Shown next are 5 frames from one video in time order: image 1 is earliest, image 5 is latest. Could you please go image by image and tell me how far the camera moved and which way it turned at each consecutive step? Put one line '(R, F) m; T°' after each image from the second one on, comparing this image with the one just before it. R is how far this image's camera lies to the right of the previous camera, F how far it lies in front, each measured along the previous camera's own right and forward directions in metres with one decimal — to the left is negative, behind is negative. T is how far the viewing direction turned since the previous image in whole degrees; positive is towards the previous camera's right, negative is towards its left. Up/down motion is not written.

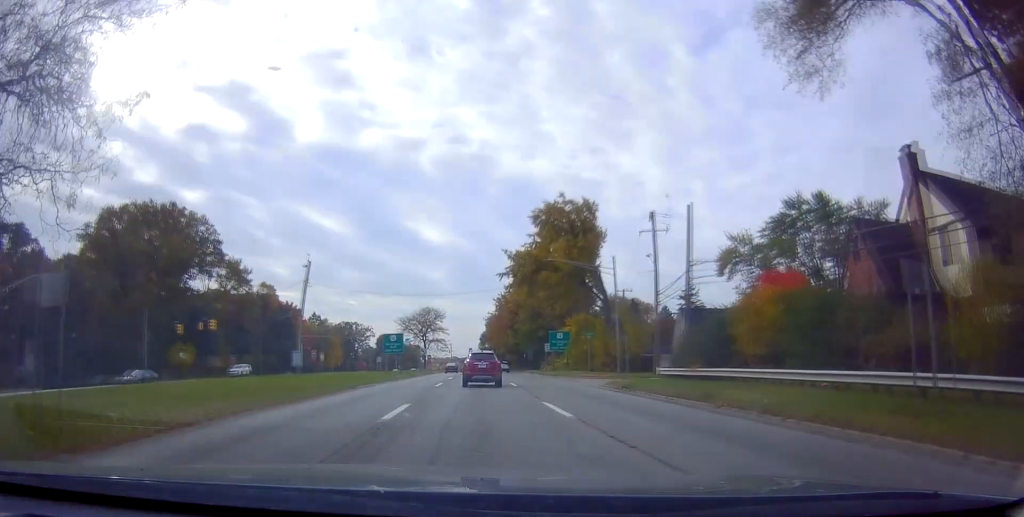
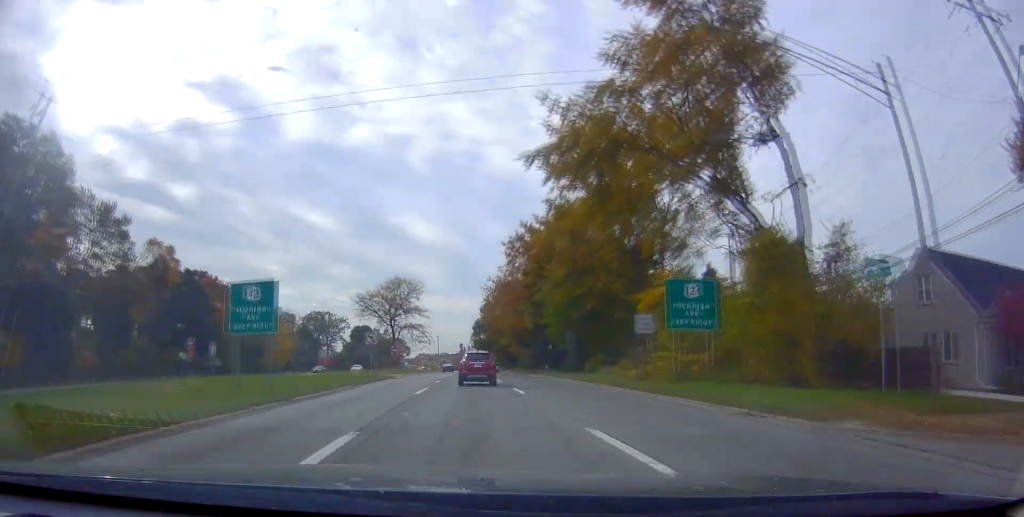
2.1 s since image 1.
(-0.7, +38.2) m; +2°
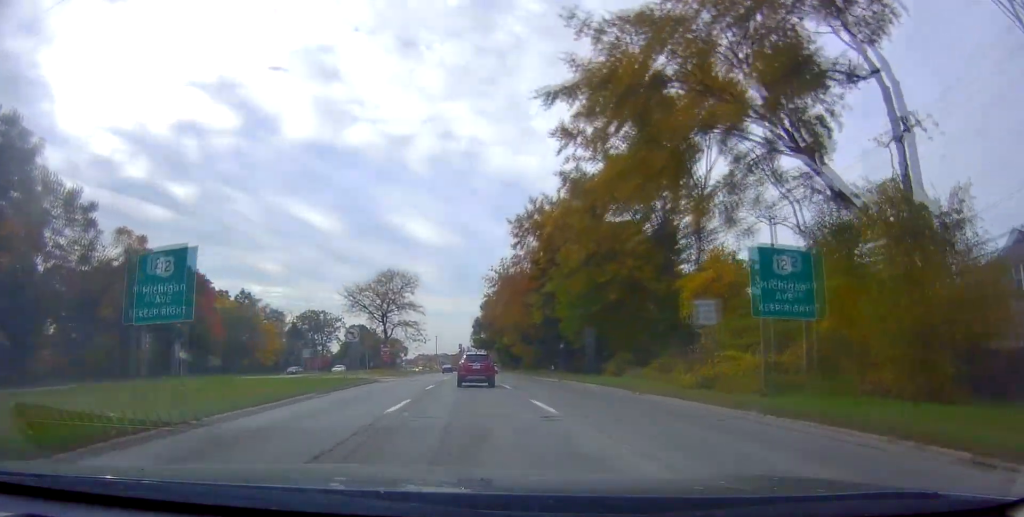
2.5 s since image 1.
(+0.1, +7.5) m; +1°
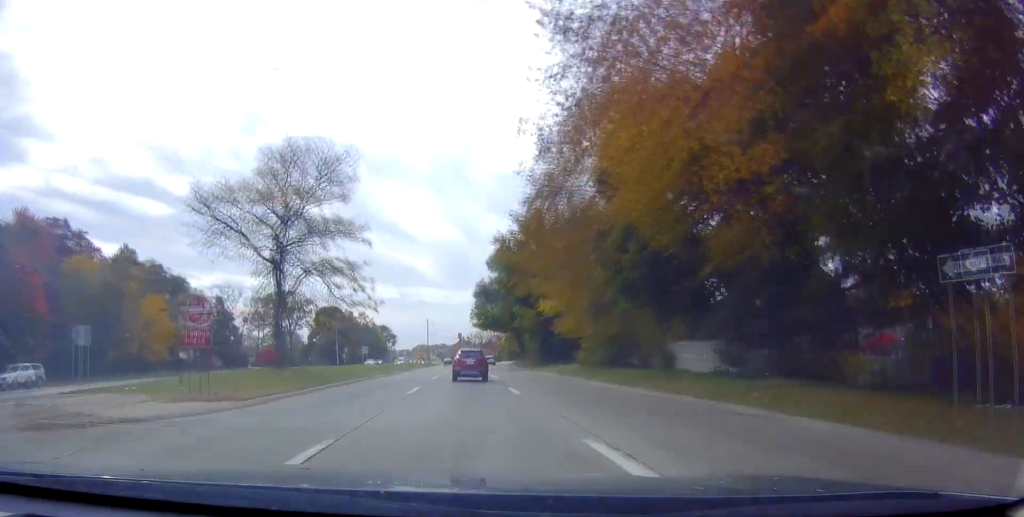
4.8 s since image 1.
(+0.7, +43.3) m; -1°
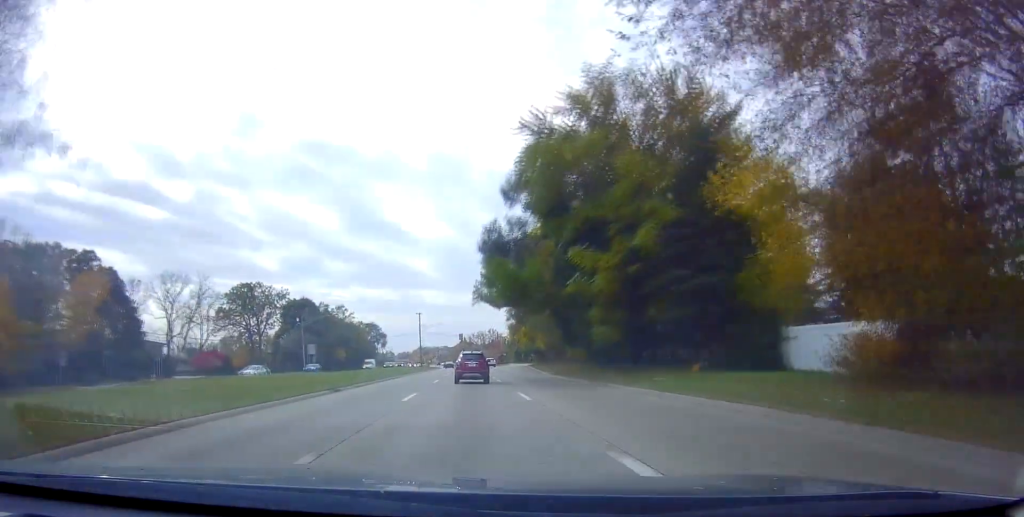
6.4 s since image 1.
(-1.2, +31.5) m; -2°
